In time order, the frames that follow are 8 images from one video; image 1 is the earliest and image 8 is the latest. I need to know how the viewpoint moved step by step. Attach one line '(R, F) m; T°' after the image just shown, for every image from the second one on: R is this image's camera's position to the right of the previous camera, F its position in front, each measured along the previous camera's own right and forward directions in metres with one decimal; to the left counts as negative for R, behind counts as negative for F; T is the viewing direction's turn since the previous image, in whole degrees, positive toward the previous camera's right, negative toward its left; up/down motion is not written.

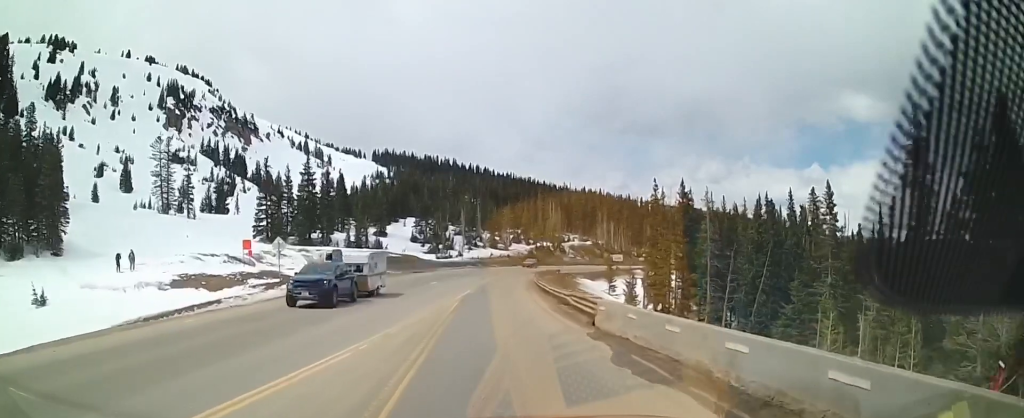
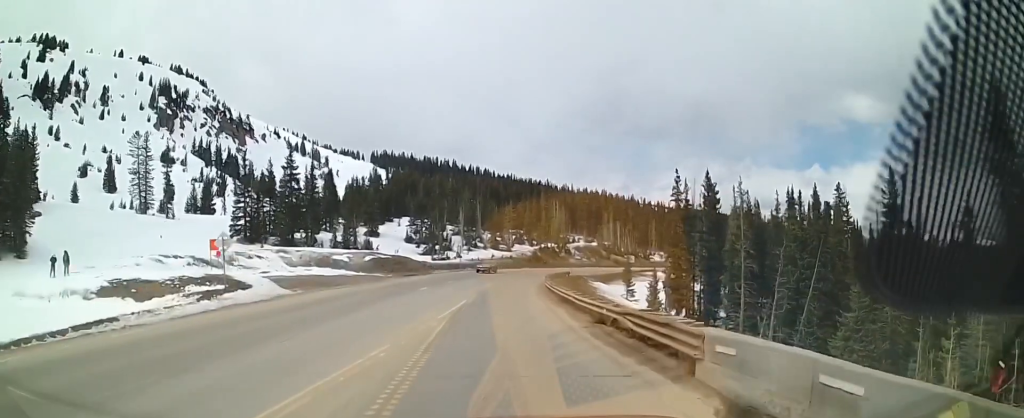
(-0.2, +11.0) m; +2°
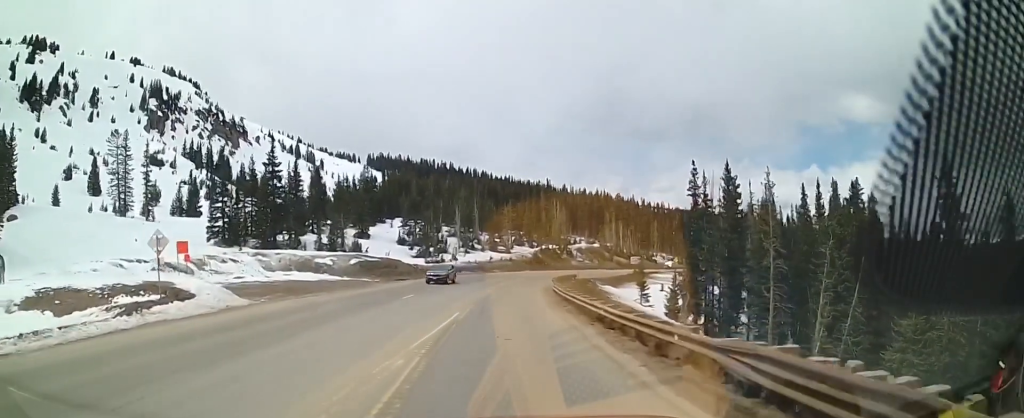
(+0.4, +8.0) m; +2°
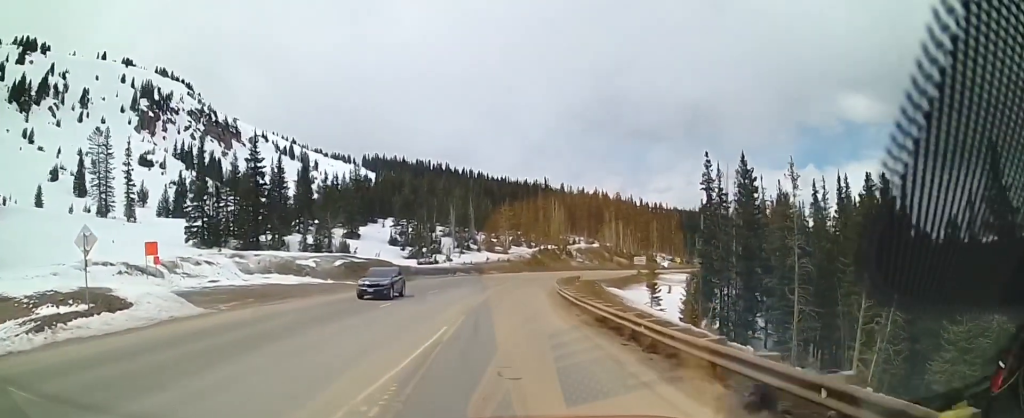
(0.0, +6.0) m; 0°
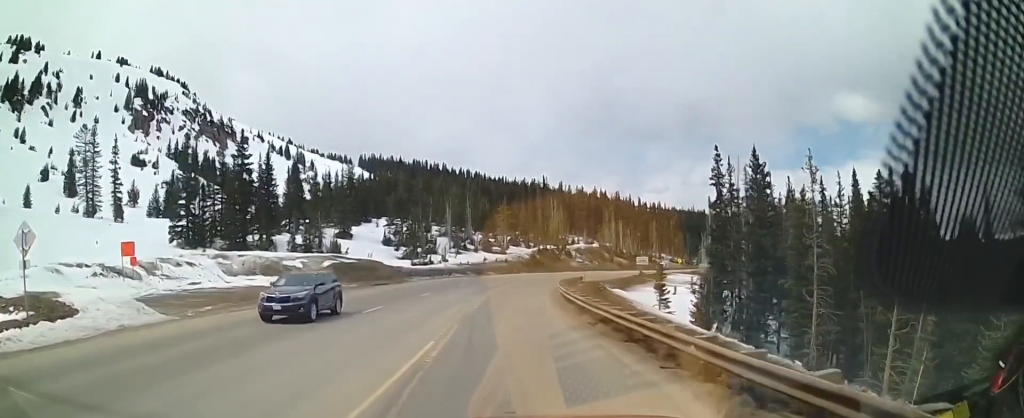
(-0.1, +4.0) m; -1°
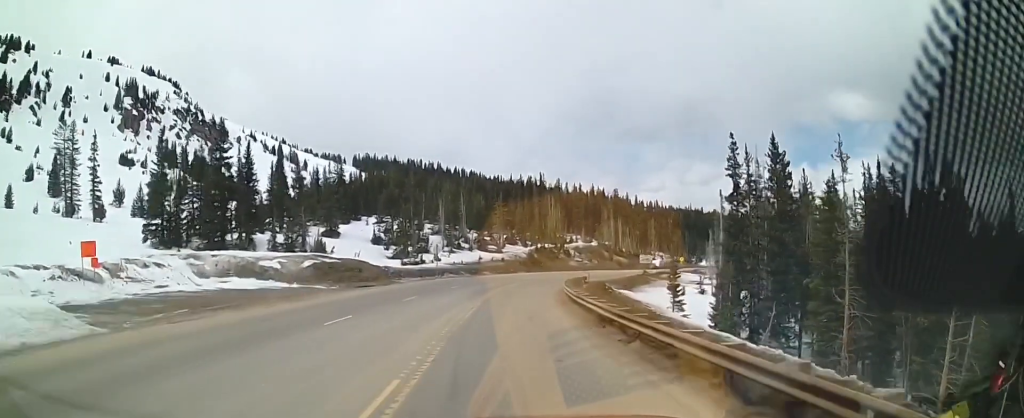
(-0.1, +5.8) m; 0°
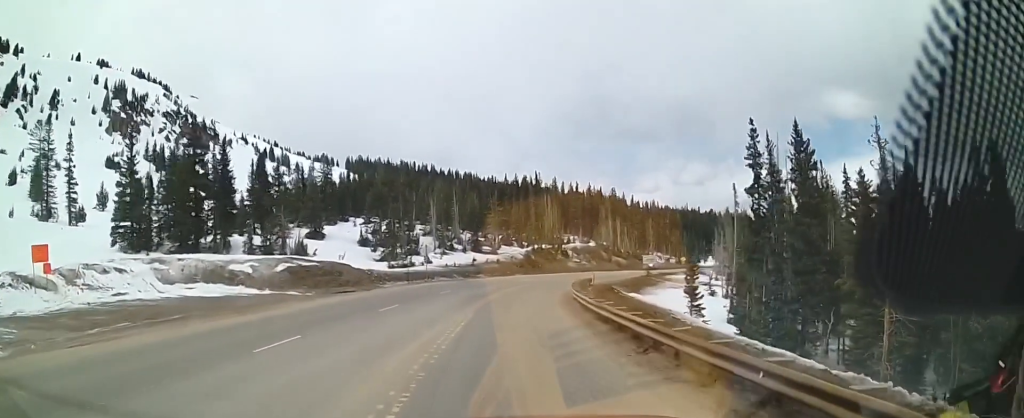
(0.0, +6.2) m; +1°
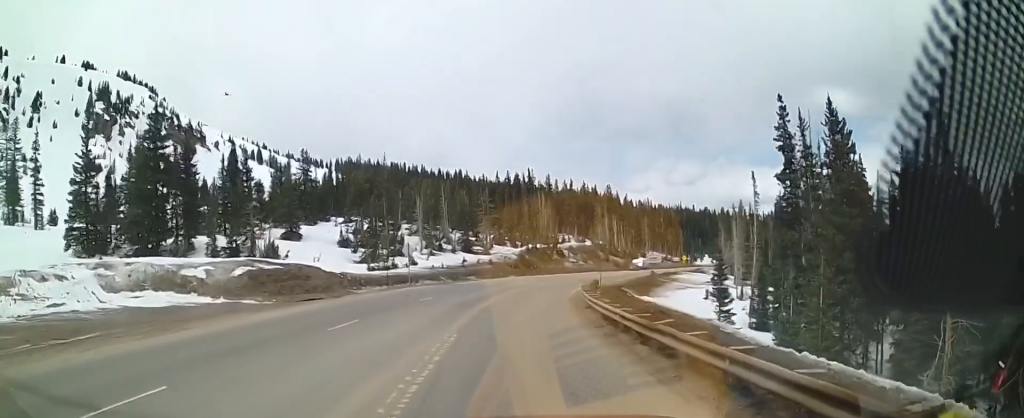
(+0.3, +7.9) m; +1°
